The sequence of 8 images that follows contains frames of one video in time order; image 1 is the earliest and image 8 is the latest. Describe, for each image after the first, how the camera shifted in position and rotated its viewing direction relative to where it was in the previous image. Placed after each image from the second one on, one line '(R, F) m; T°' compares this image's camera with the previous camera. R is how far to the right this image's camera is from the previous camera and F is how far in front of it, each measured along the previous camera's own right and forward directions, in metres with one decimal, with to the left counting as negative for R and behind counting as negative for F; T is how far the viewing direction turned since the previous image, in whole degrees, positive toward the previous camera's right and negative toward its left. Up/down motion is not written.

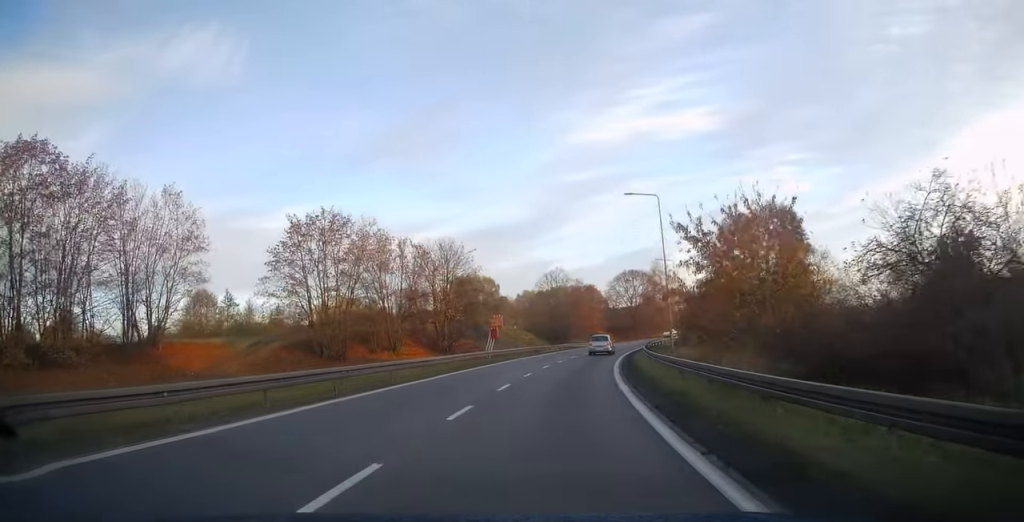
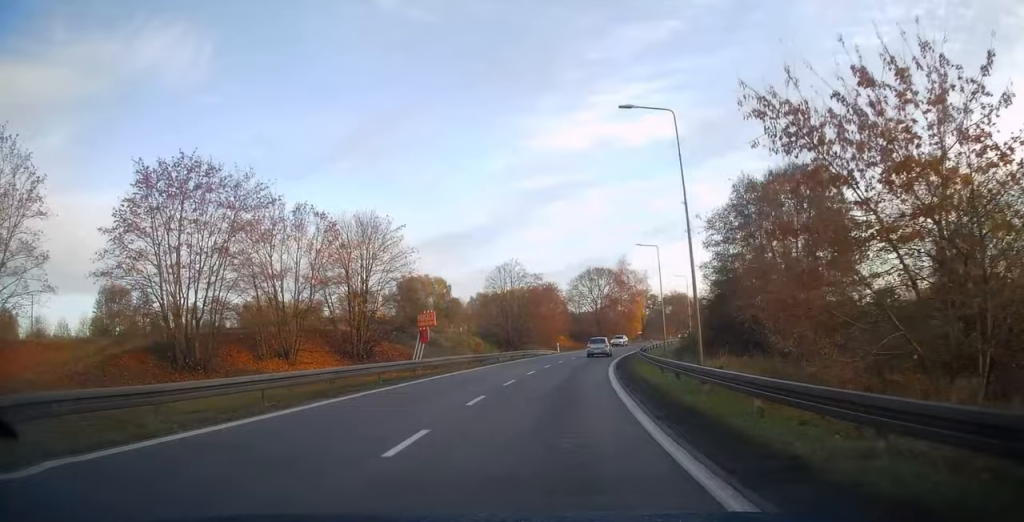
(+0.6, +15.4) m; +4°
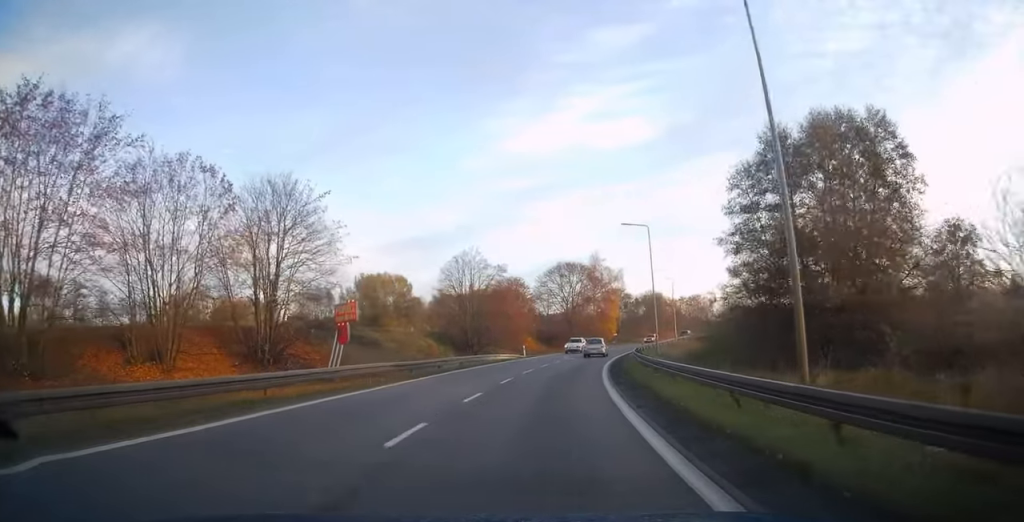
(+0.3, +11.3) m; +3°
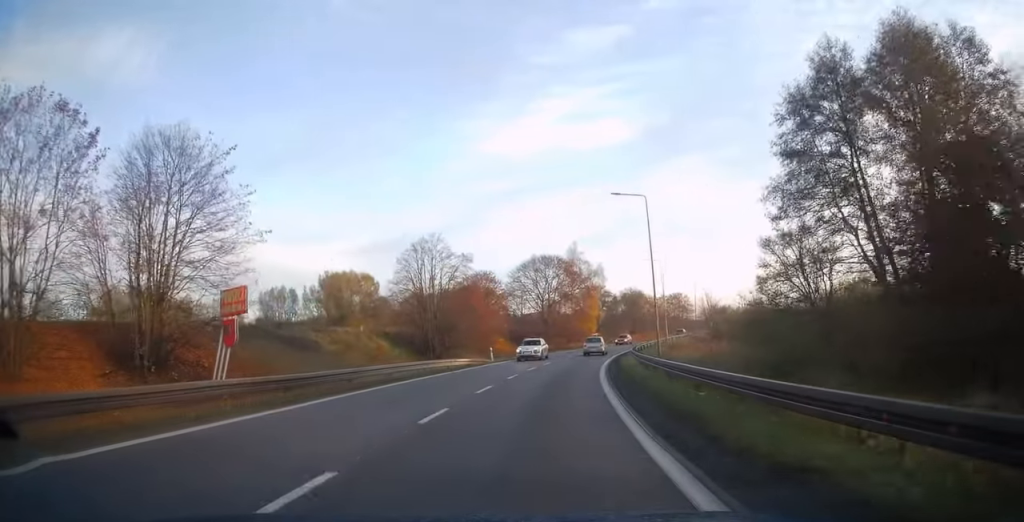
(+0.2, +9.8) m; +2°
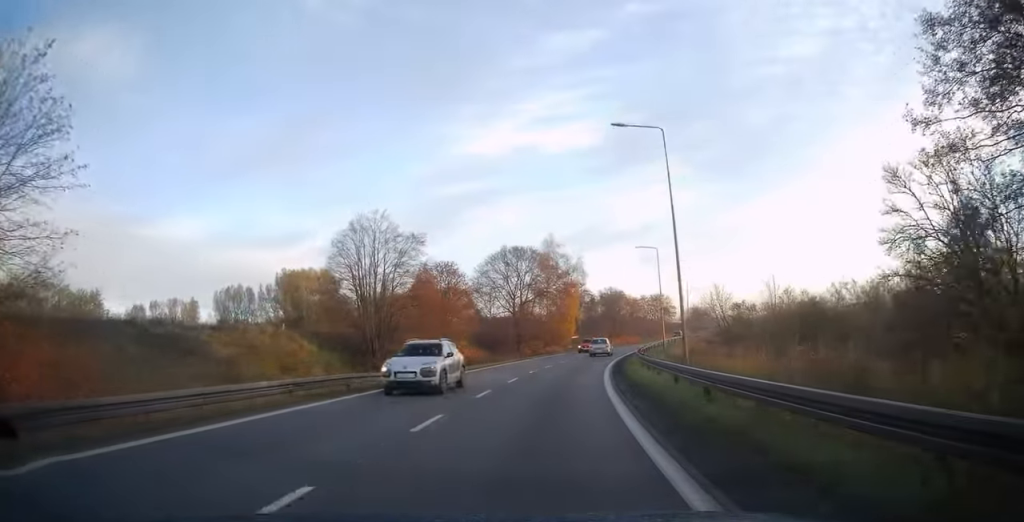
(+0.3, +12.7) m; +3°
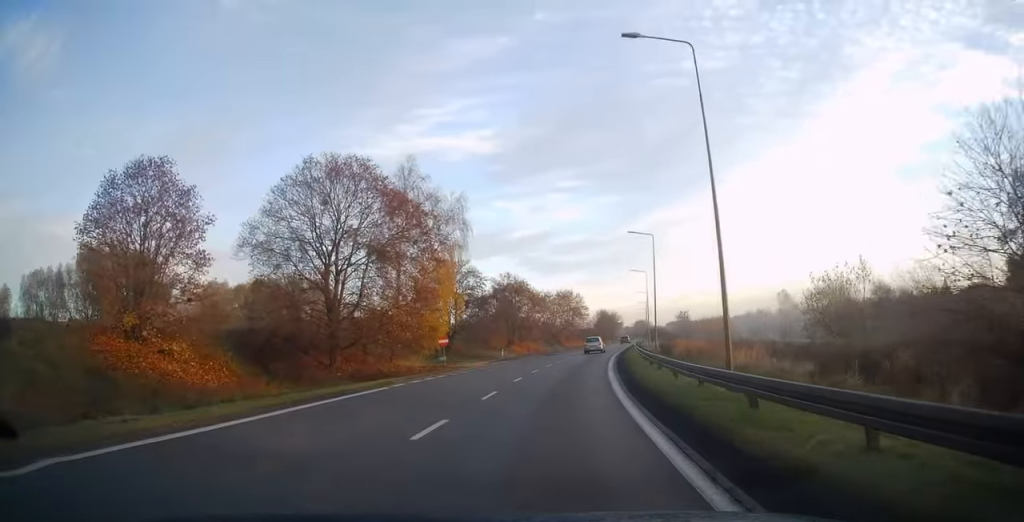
(+3.6, +42.9) m; +10°
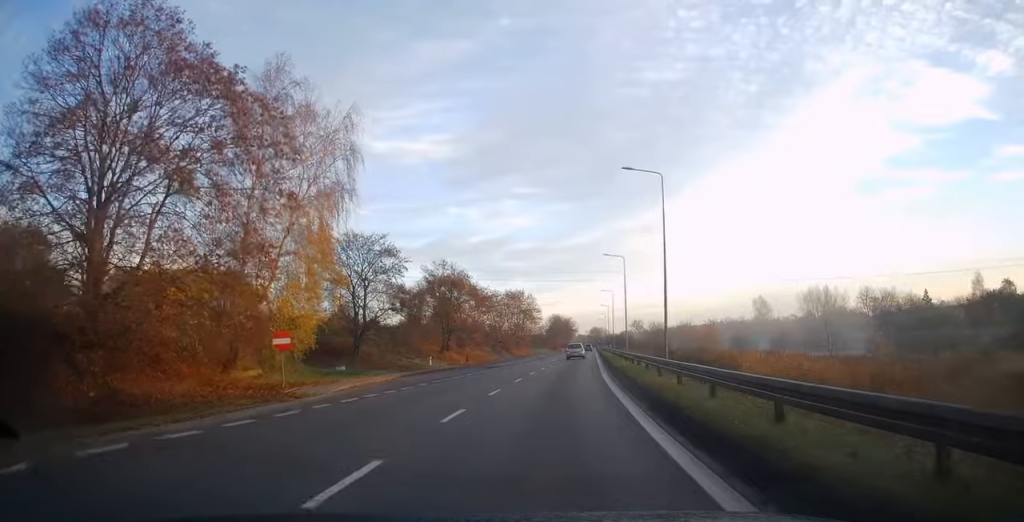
(+1.0, +21.4) m; +5°
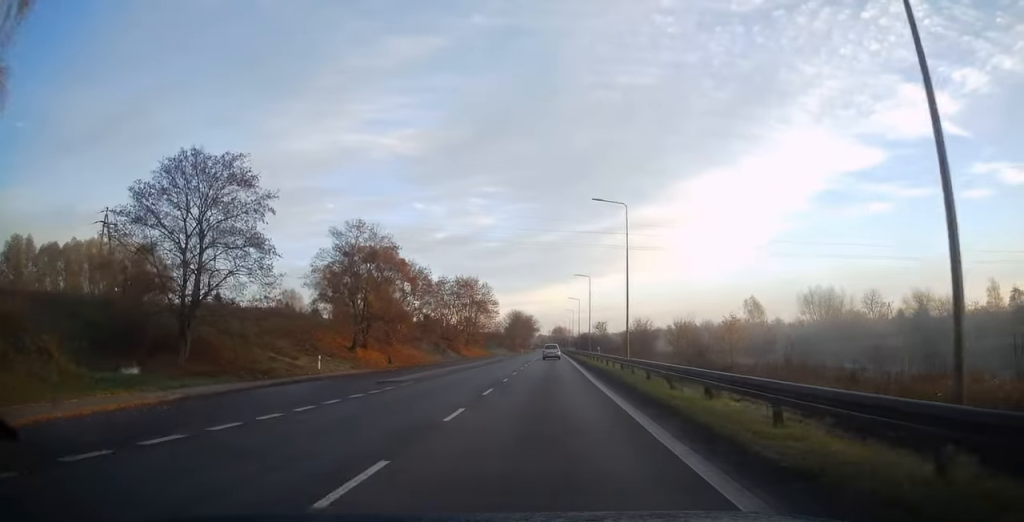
(+0.9, +24.1) m; +3°
